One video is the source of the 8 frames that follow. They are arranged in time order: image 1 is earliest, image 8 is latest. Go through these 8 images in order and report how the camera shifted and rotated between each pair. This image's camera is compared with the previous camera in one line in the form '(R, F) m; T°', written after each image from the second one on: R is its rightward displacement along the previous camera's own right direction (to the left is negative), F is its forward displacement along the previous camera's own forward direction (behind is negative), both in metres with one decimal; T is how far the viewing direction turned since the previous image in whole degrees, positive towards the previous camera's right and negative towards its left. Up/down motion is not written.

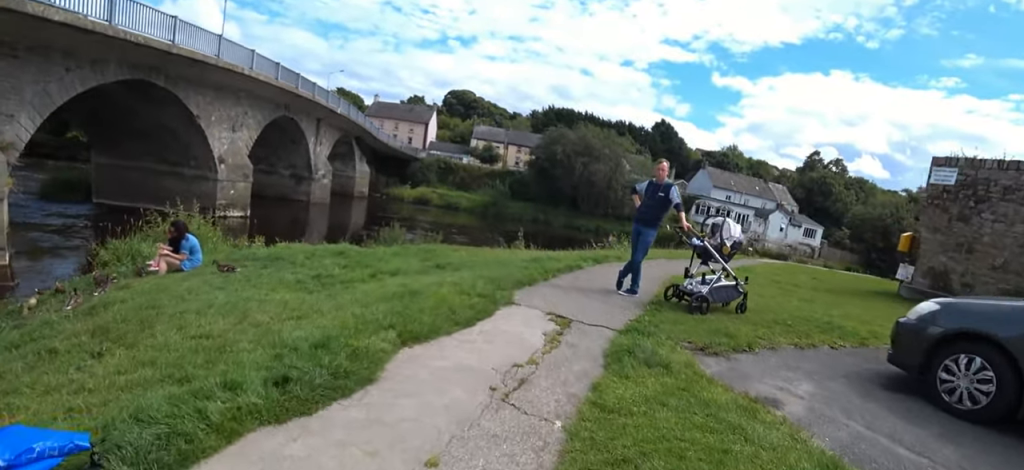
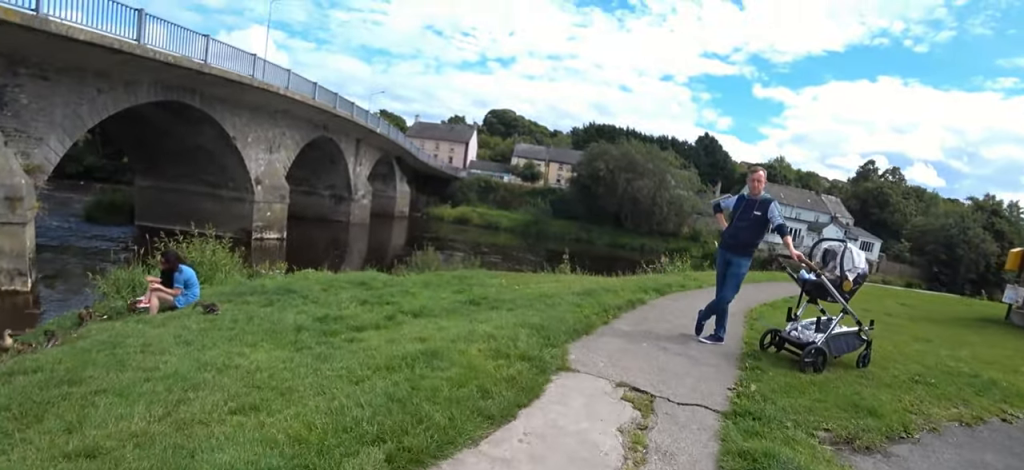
(-0.2, +1.2) m; -17°
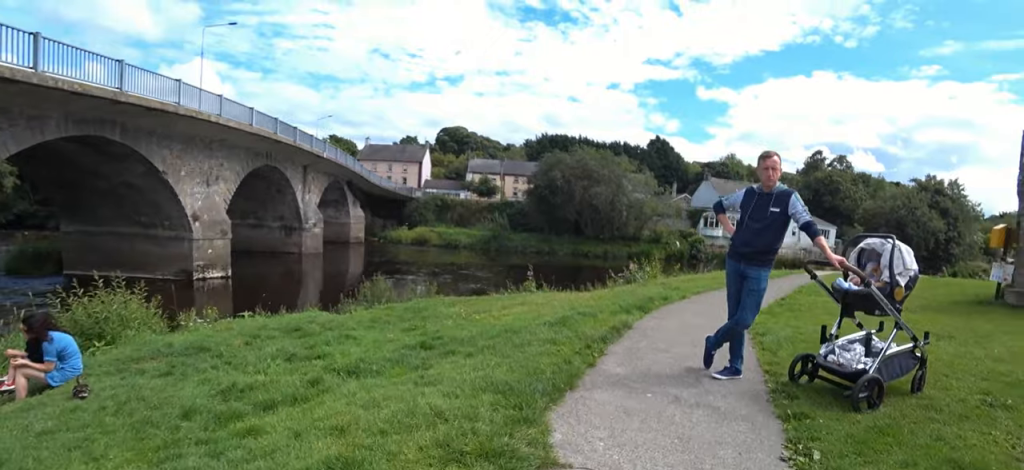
(-0.4, +1.3) m; -3°
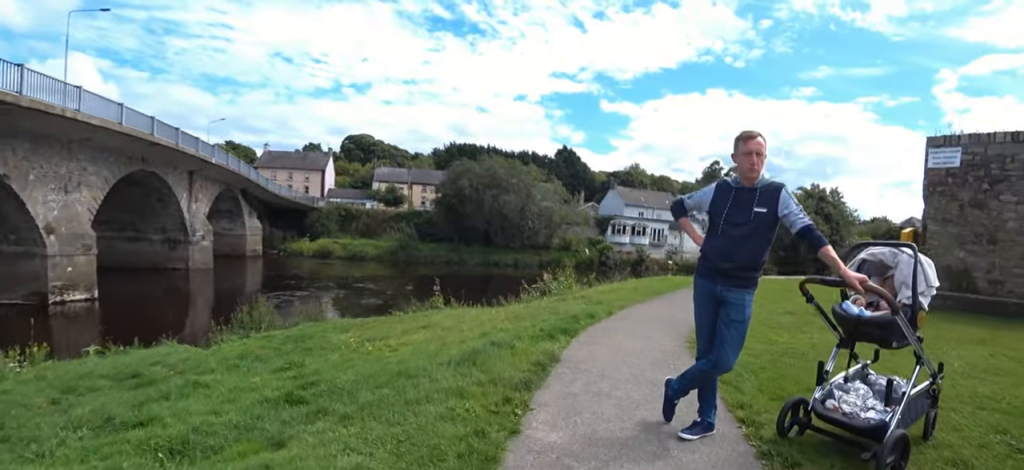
(+0.3, +1.2) m; +17°
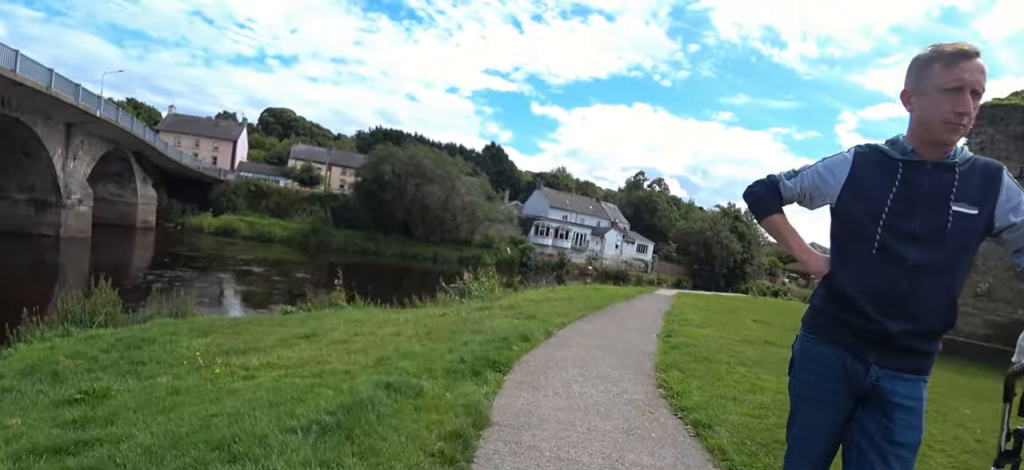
(+0.1, +1.9) m; +17°
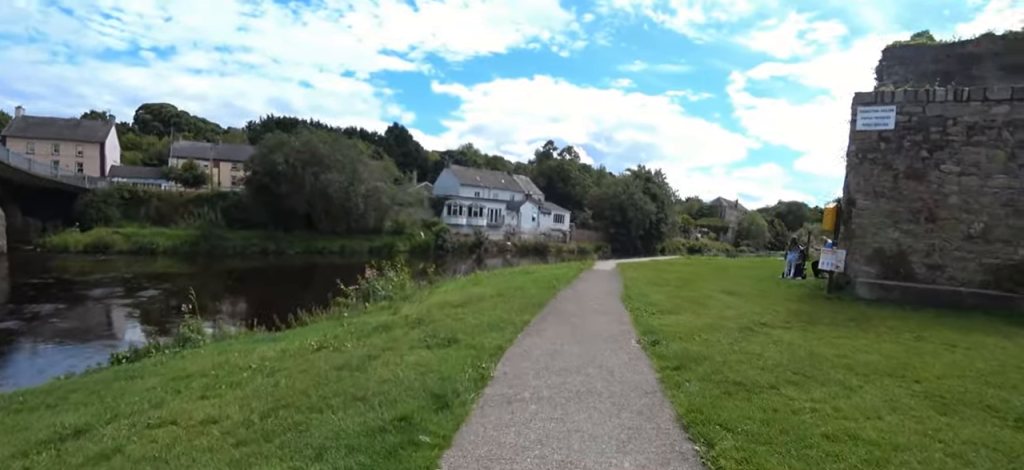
(+0.5, +2.4) m; +8°
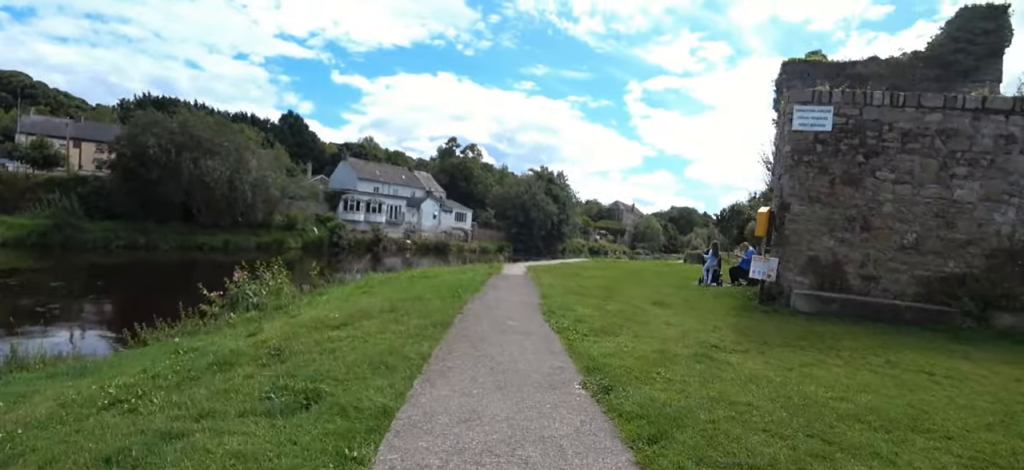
(-0.7, +0.8) m; 0°
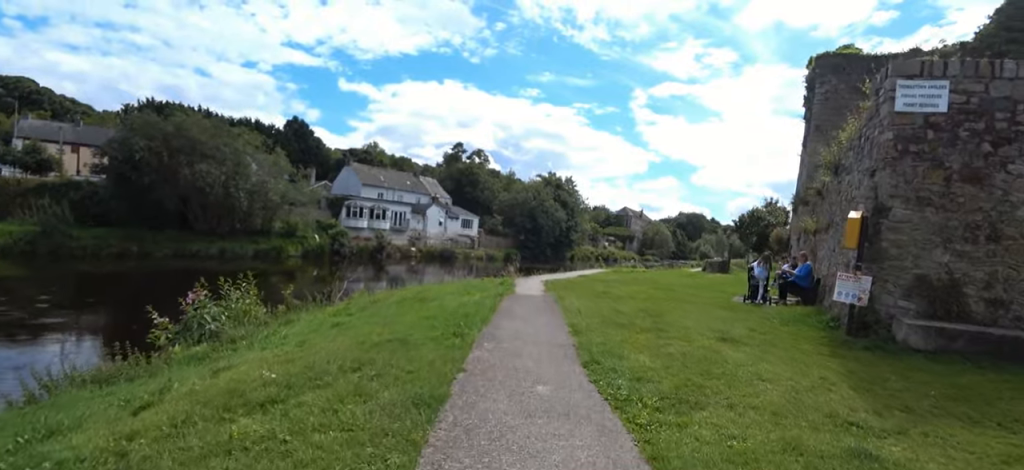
(-0.7, +1.6) m; +5°
